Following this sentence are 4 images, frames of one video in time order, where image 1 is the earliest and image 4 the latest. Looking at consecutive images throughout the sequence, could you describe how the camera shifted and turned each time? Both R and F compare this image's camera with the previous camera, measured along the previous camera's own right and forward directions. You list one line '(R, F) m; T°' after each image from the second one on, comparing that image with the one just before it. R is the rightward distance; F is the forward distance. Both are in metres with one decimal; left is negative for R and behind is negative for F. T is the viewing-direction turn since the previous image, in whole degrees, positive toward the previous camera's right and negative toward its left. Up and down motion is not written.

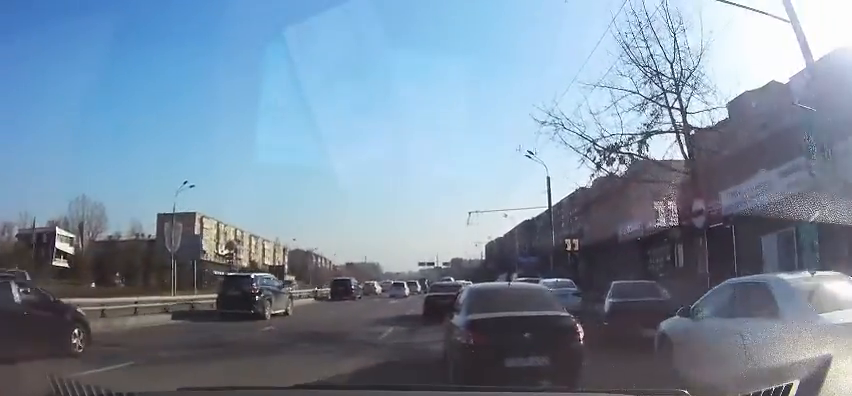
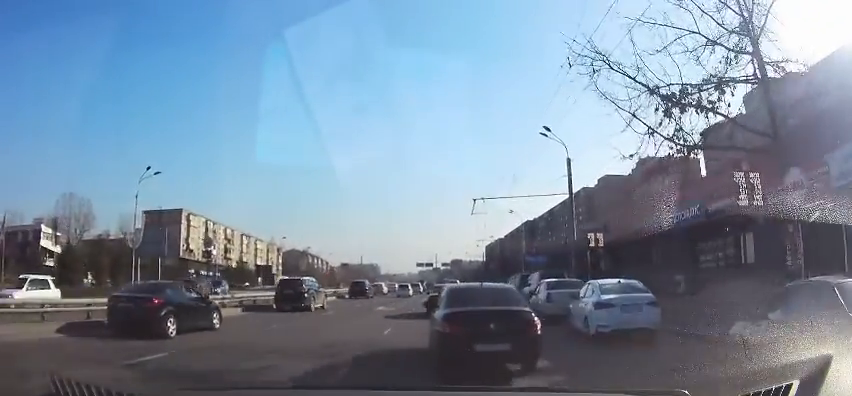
(0.0, +6.3) m; +1°
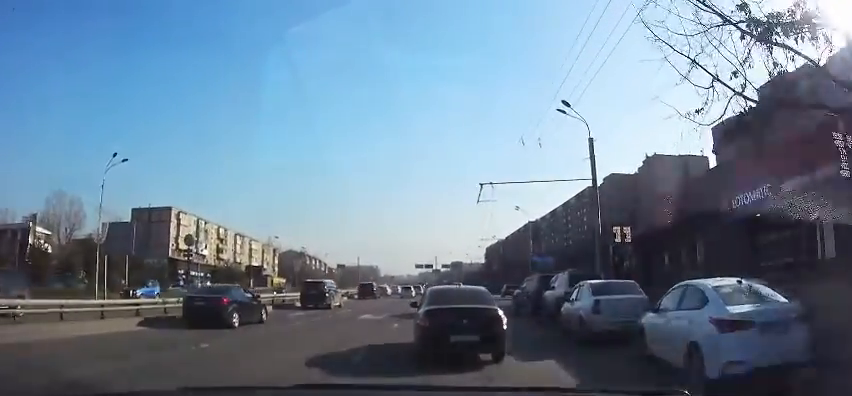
(+0.1, +5.2) m; +1°
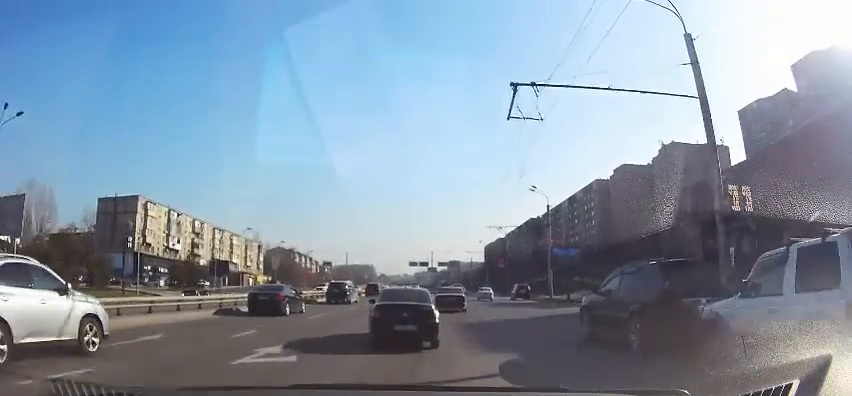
(+0.2, +12.8) m; 0°
